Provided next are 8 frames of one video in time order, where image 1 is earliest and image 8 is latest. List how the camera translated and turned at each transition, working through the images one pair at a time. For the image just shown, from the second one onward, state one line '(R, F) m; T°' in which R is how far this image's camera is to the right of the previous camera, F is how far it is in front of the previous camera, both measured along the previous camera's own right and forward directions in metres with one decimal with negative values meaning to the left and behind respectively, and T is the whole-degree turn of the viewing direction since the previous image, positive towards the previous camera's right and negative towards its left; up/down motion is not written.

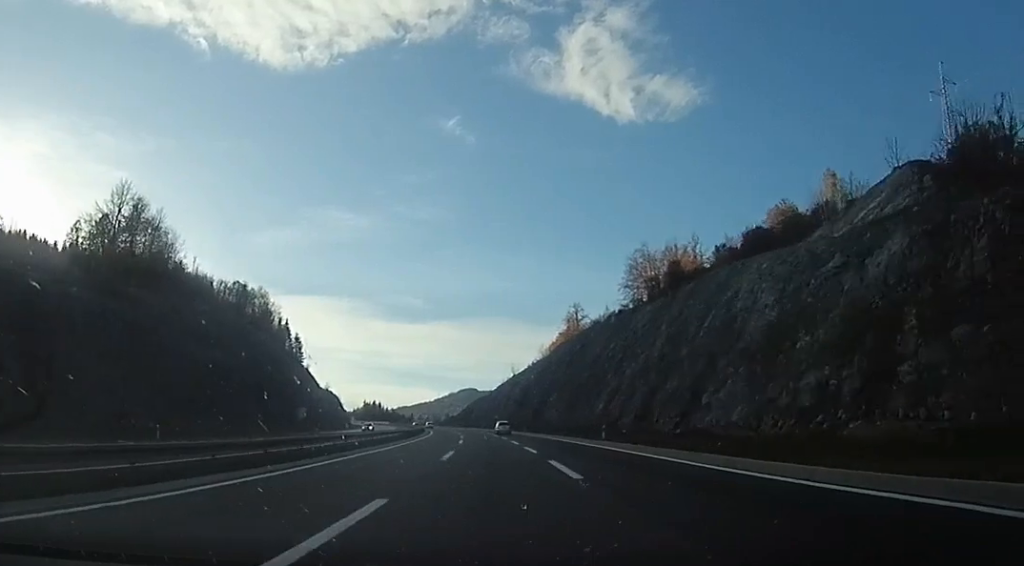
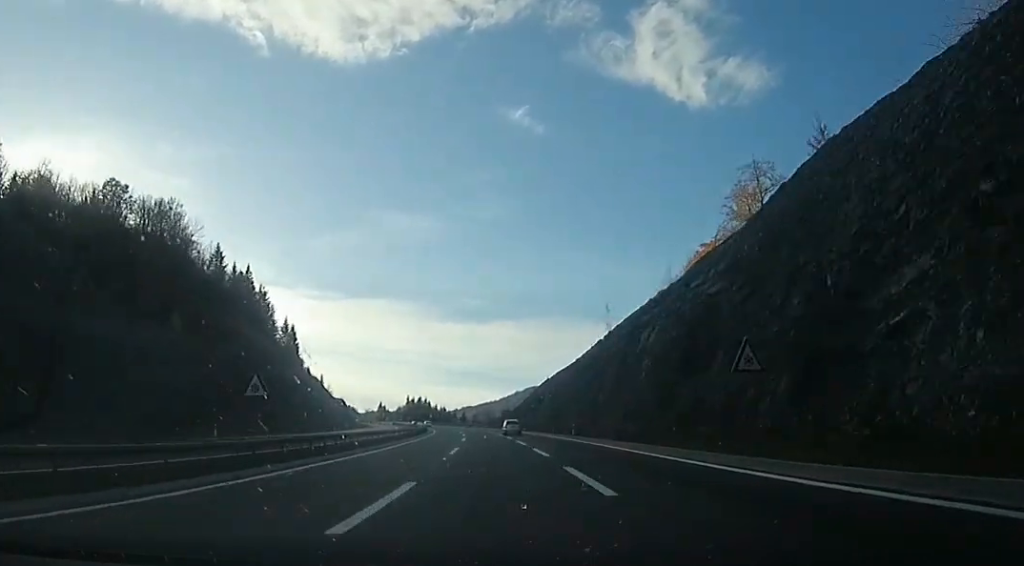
(-5.0, +86.0) m; -5°
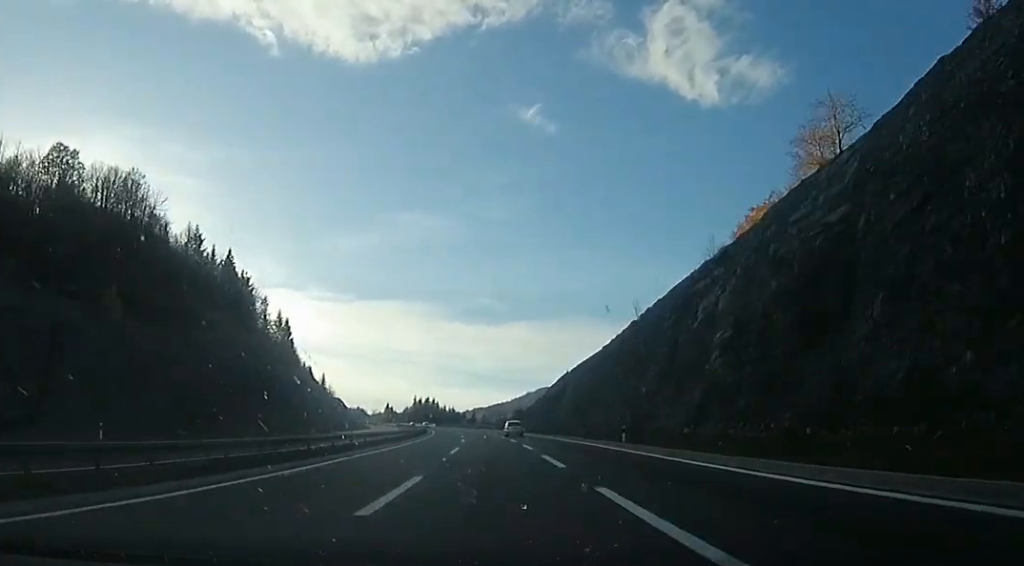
(-0.1, +16.6) m; -2°
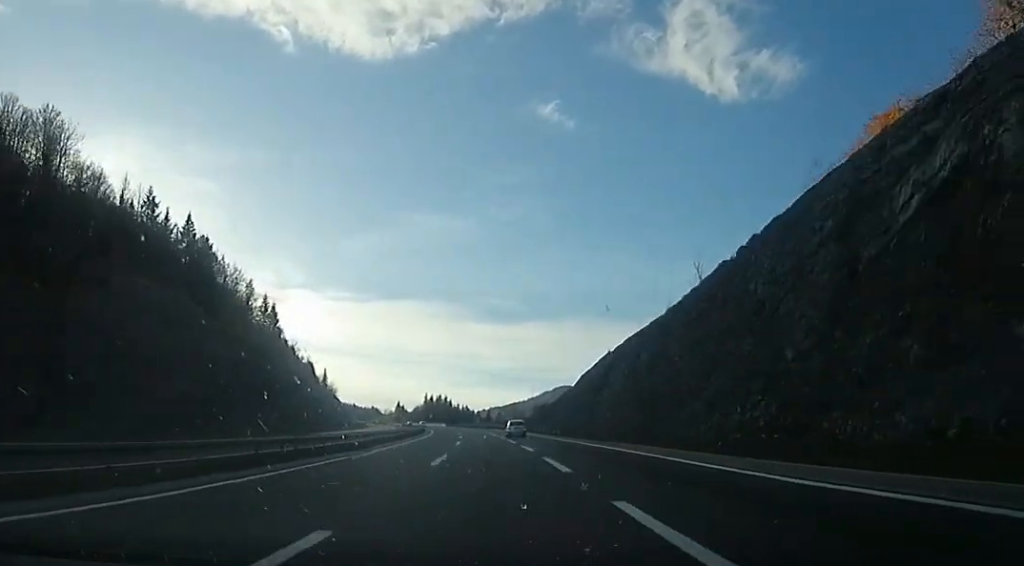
(-1.2, +25.8) m; -4°
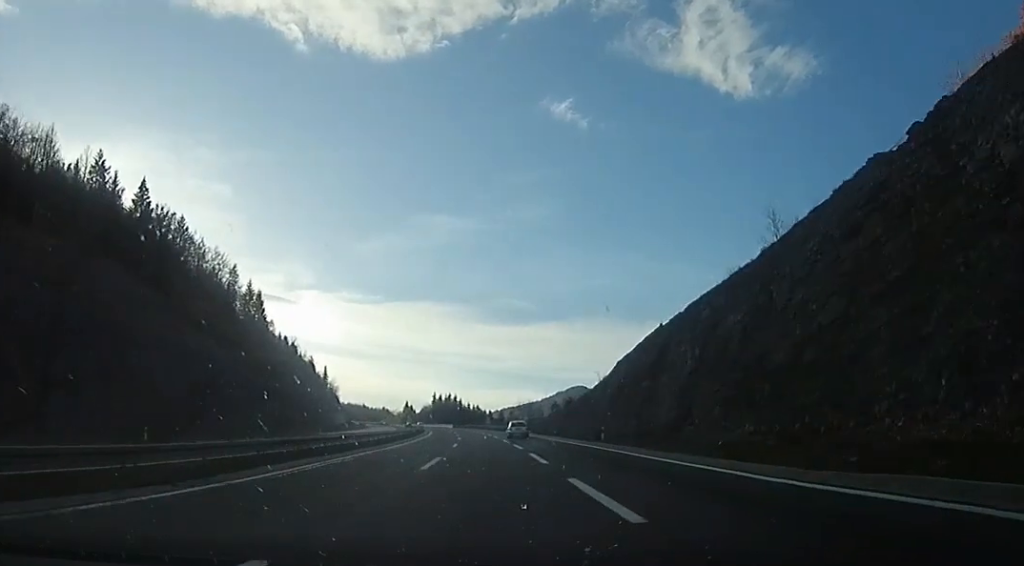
(-1.0, +19.7) m; 0°
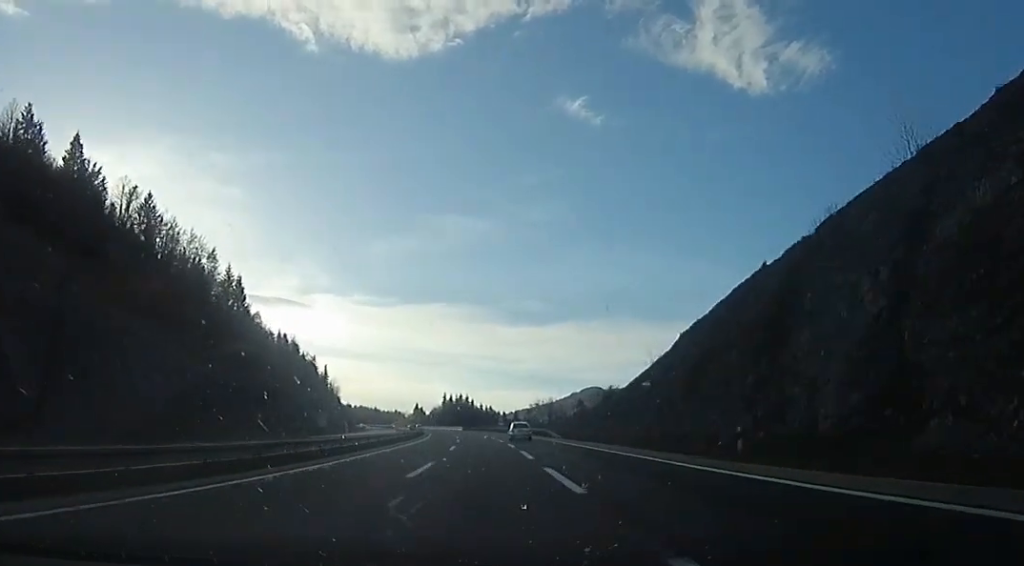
(+0.8, +20.3) m; 0°
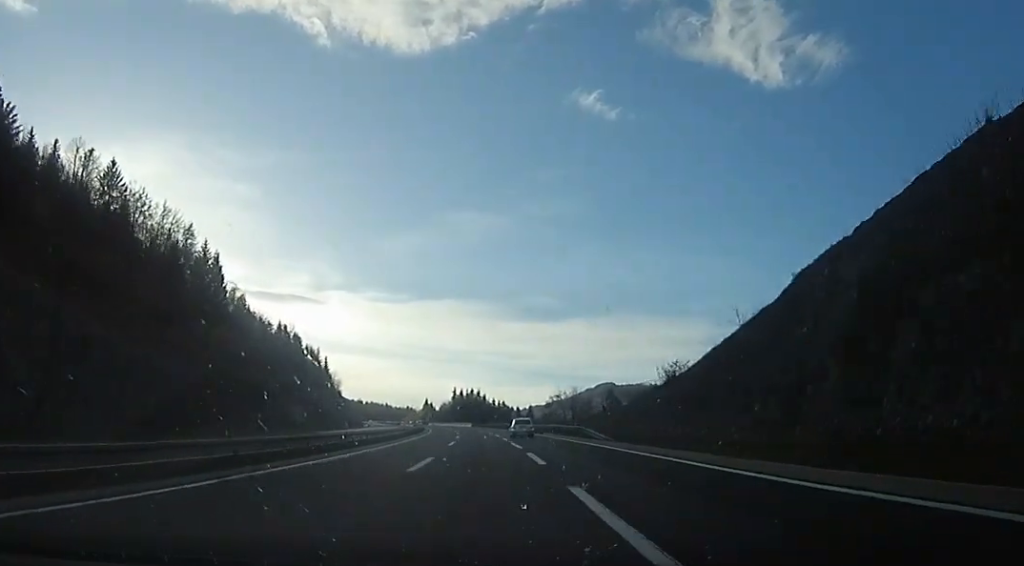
(+0.2, +17.8) m; -1°
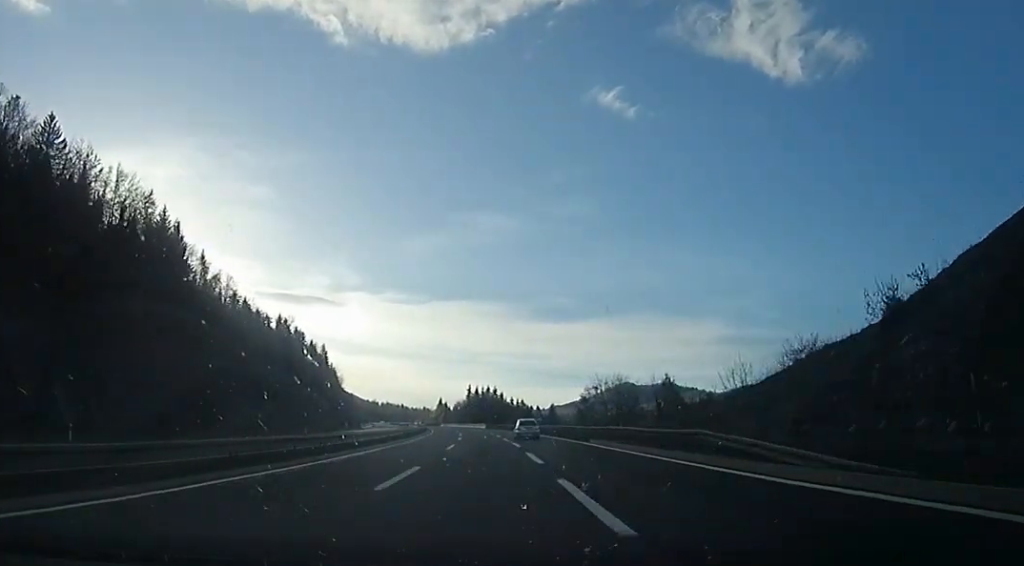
(-0.6, +22.5) m; -5°
